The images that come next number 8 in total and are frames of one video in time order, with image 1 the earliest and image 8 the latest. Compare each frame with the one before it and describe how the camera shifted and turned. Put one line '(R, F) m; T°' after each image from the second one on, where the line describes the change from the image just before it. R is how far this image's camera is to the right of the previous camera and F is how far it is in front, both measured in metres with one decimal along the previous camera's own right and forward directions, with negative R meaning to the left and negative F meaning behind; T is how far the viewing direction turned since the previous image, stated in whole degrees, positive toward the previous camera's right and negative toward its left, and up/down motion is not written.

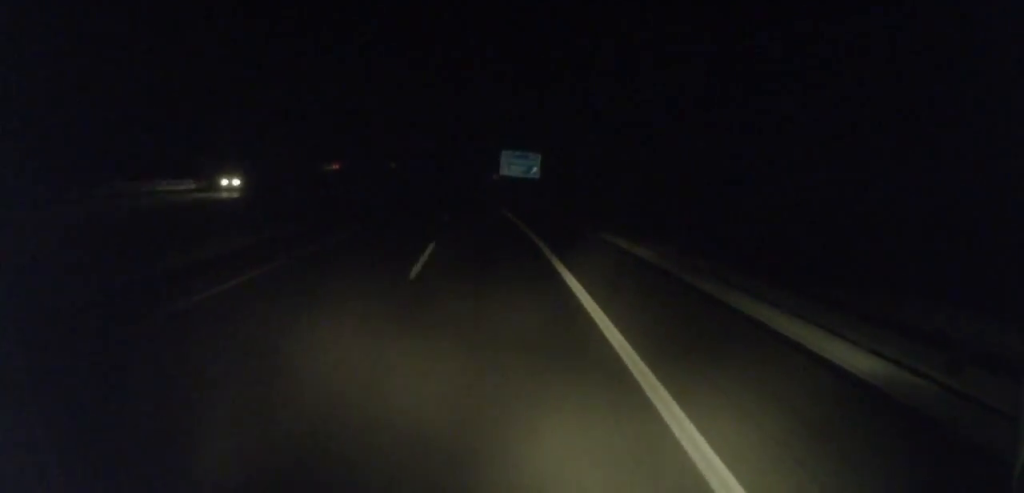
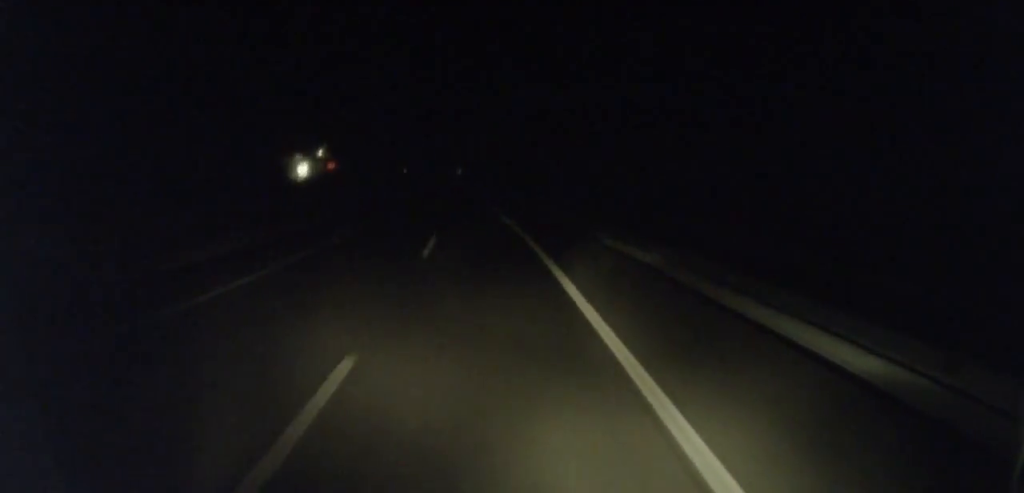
(-7.4, +82.2) m; -13°
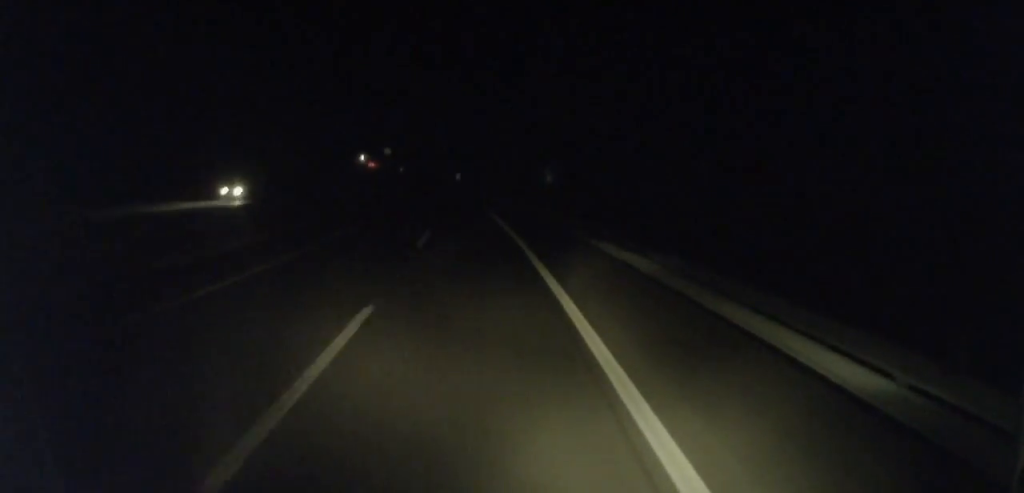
(-5.3, +65.3) m; -10°
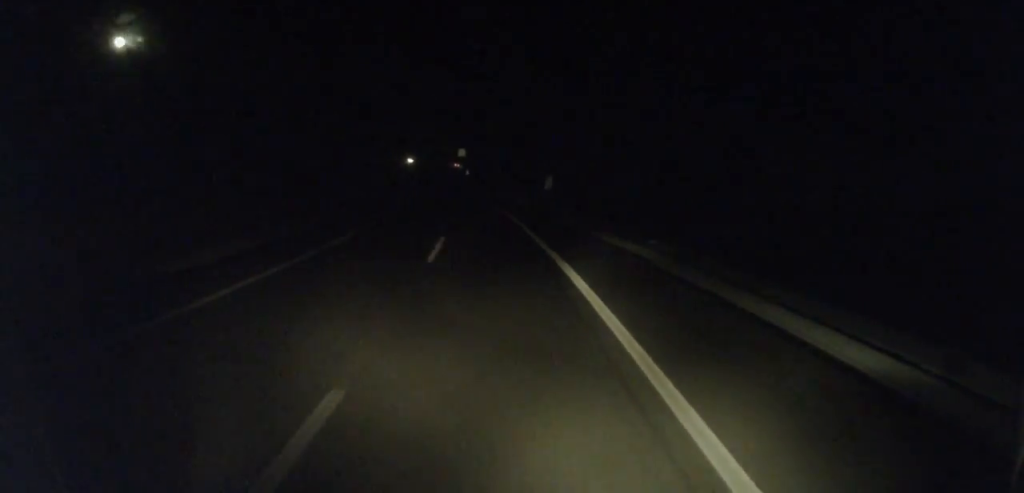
(-7.1, +56.6) m; -7°
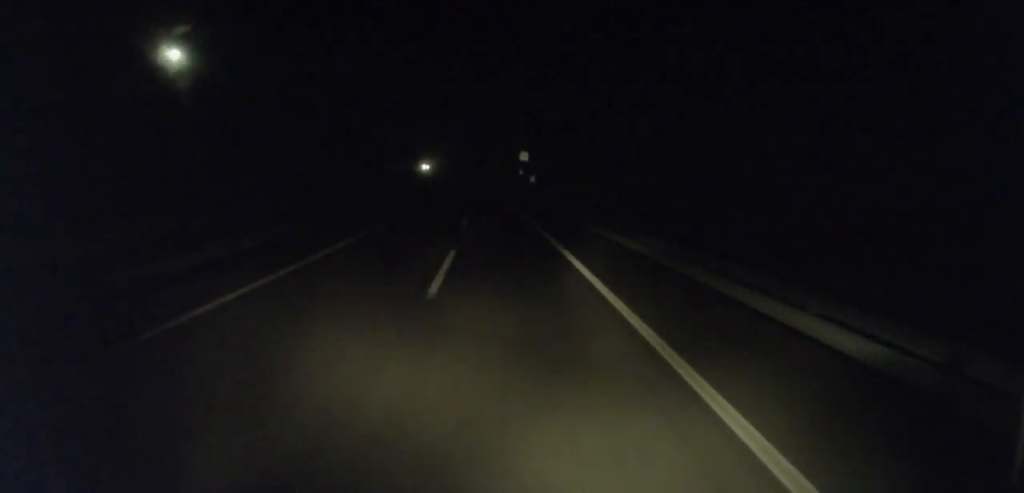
(-3.1, +56.7) m; -3°
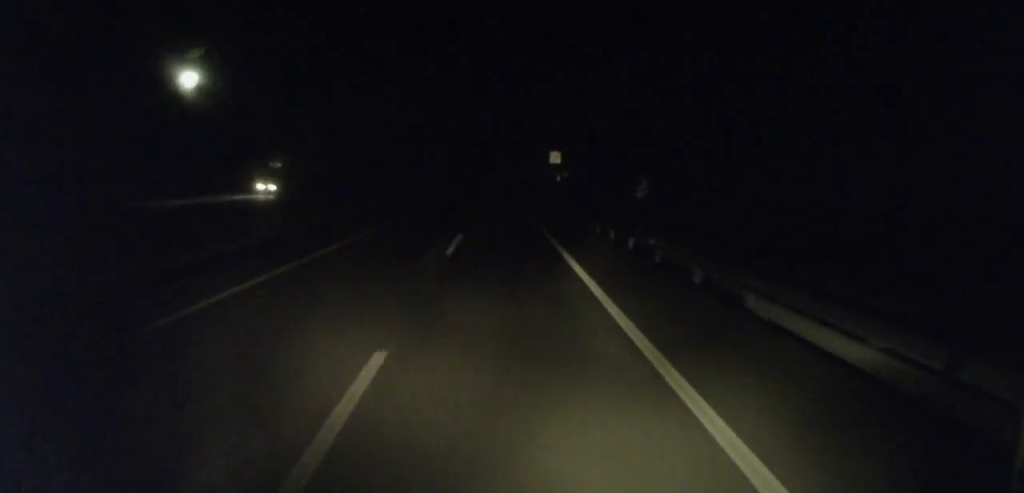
(-1.5, +63.3) m; -1°
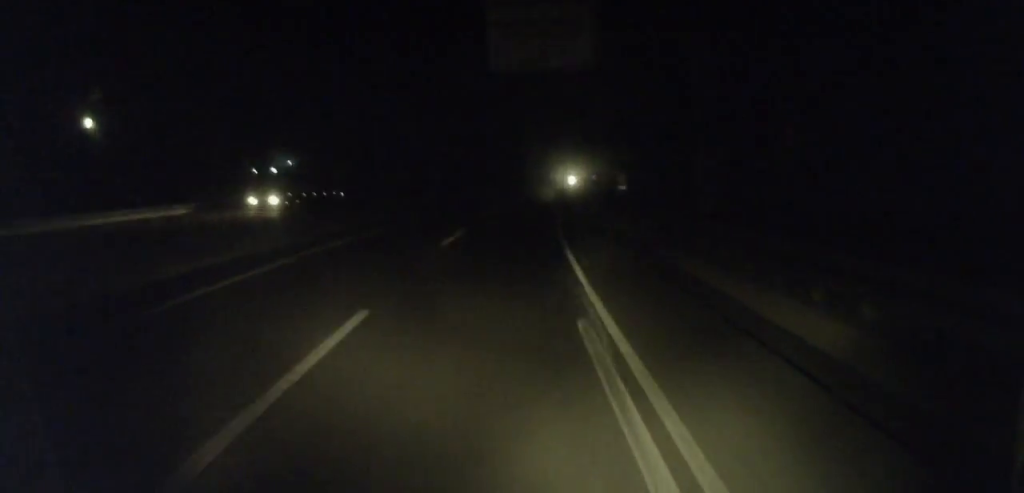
(+5.2, +186.3) m; +8°
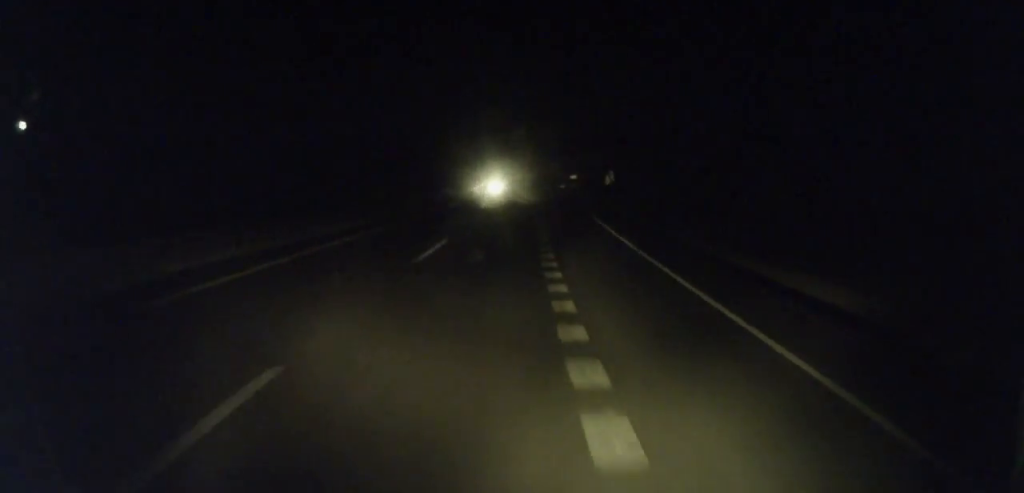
(+6.9, +86.9) m; +7°
